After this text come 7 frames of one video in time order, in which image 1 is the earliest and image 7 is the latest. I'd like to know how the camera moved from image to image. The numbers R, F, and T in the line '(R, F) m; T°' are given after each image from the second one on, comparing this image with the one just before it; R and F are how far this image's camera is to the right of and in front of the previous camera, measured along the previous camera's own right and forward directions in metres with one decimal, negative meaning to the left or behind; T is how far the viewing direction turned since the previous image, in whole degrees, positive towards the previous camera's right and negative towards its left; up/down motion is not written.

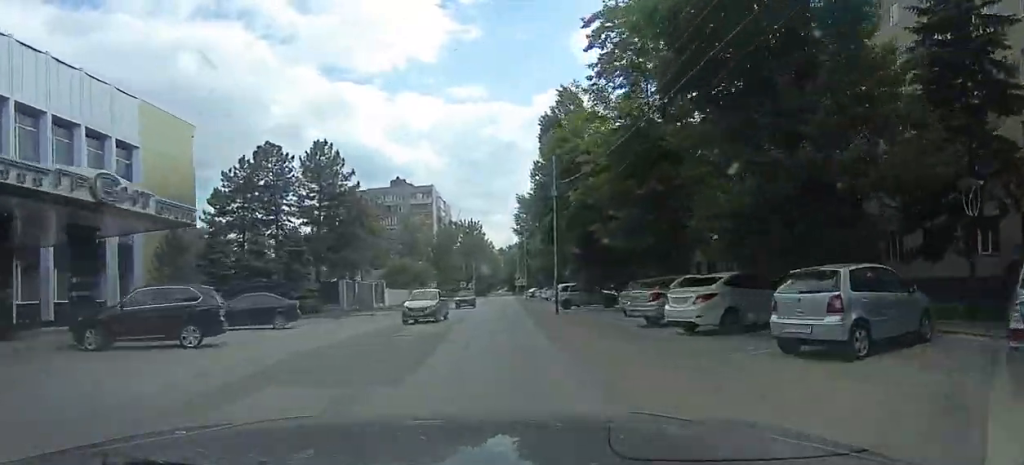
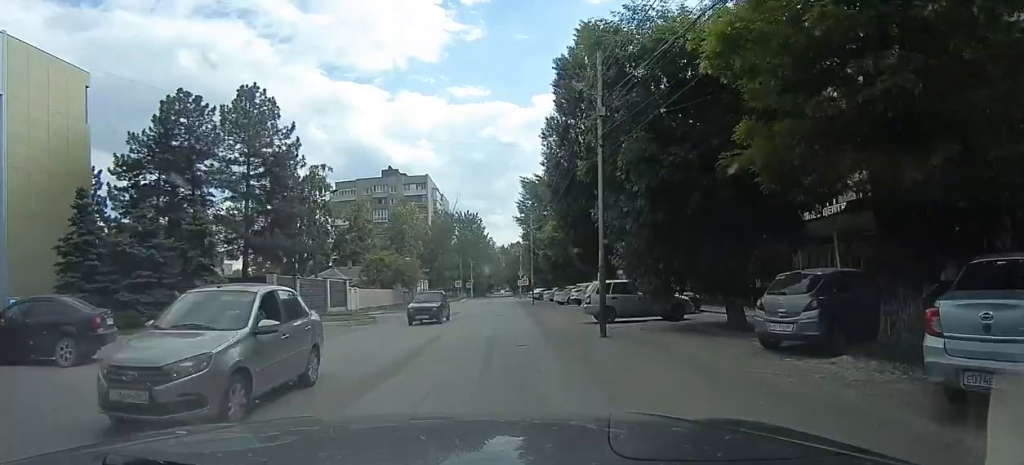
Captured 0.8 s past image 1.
(-0.1, +12.0) m; 0°
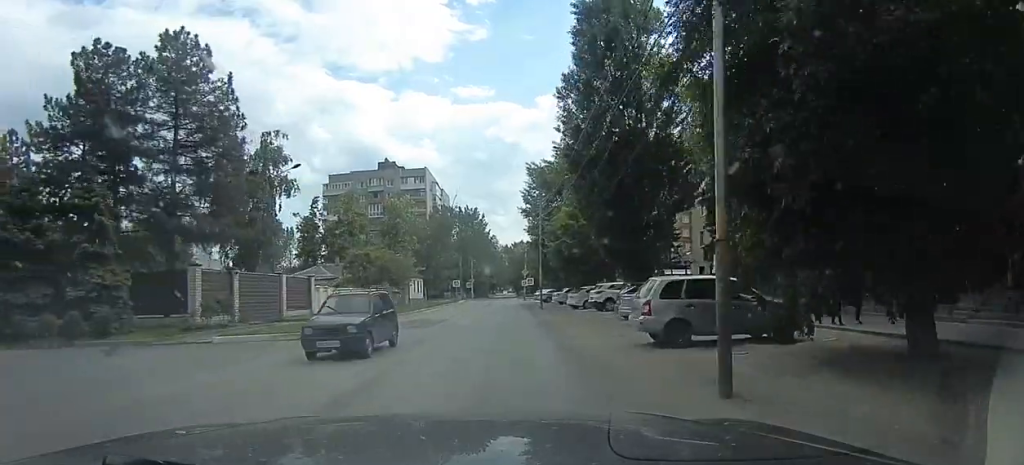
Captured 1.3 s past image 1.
(0.0, +7.2) m; -1°
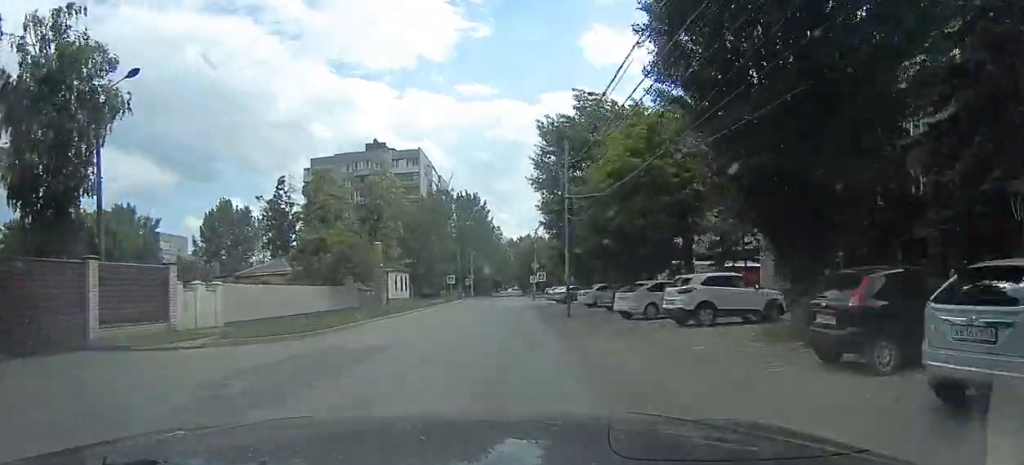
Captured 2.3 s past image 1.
(-0.3, +14.6) m; -1°
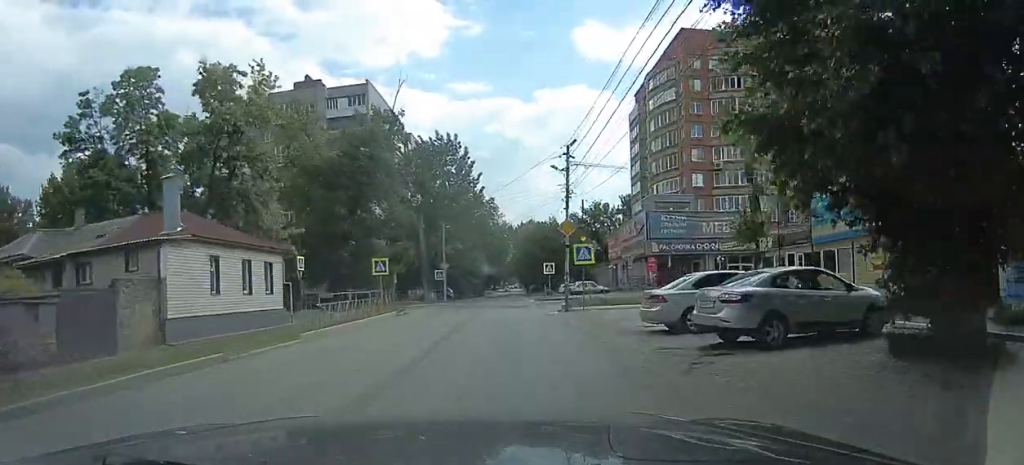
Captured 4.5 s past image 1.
(+1.3, +33.6) m; +2°
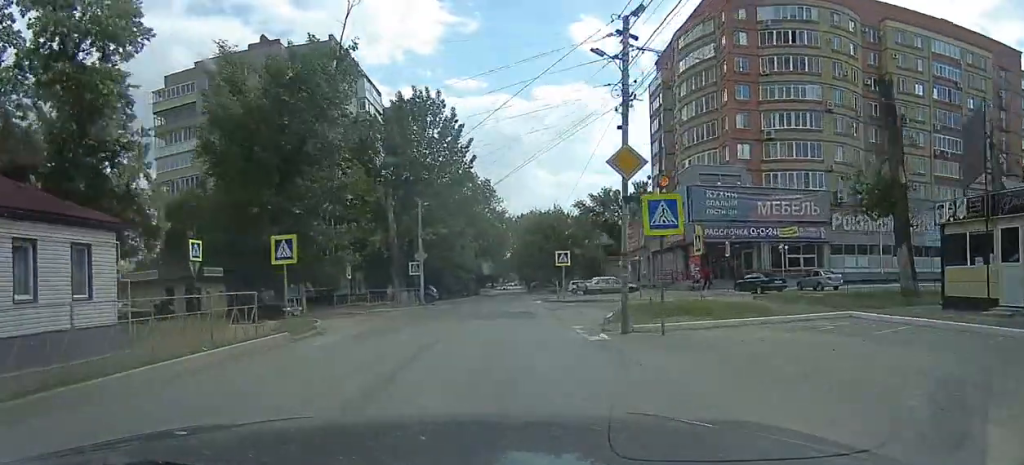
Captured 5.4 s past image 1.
(-0.3, +11.8) m; 0°
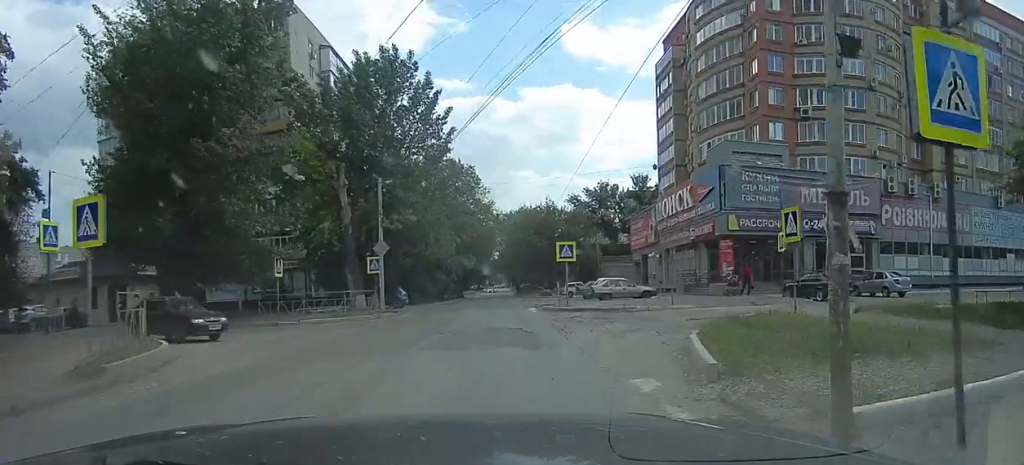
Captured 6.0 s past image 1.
(+0.1, +8.7) m; +2°
